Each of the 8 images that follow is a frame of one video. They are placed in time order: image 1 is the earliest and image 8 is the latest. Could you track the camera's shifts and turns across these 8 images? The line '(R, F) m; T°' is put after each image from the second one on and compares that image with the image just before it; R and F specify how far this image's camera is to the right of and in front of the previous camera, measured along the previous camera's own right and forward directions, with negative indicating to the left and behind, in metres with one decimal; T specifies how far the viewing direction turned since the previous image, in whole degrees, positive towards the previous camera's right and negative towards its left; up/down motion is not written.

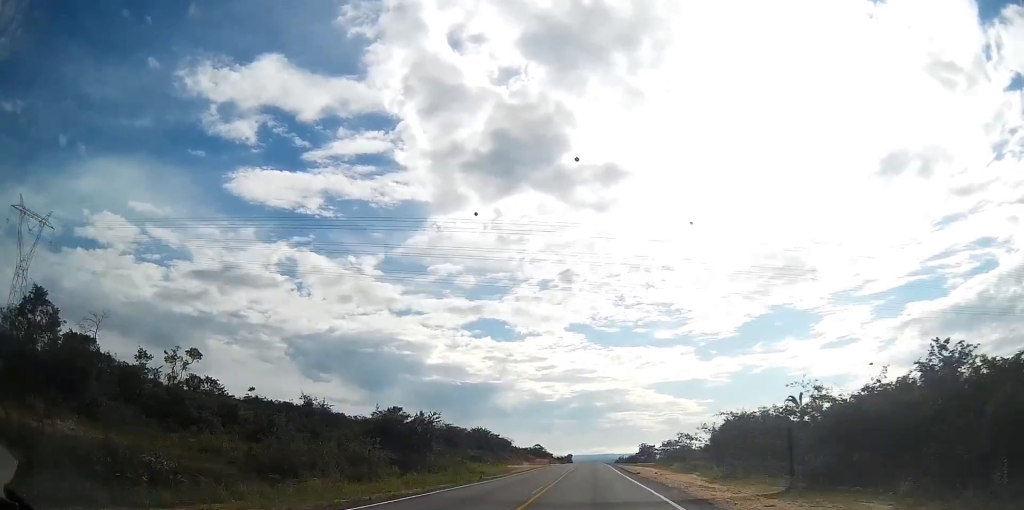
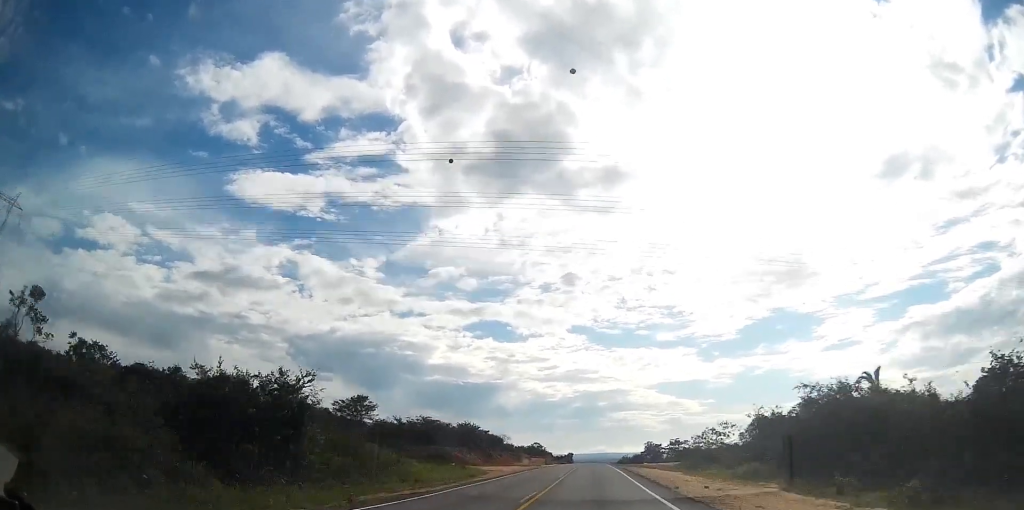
(0.0, +19.3) m; 0°
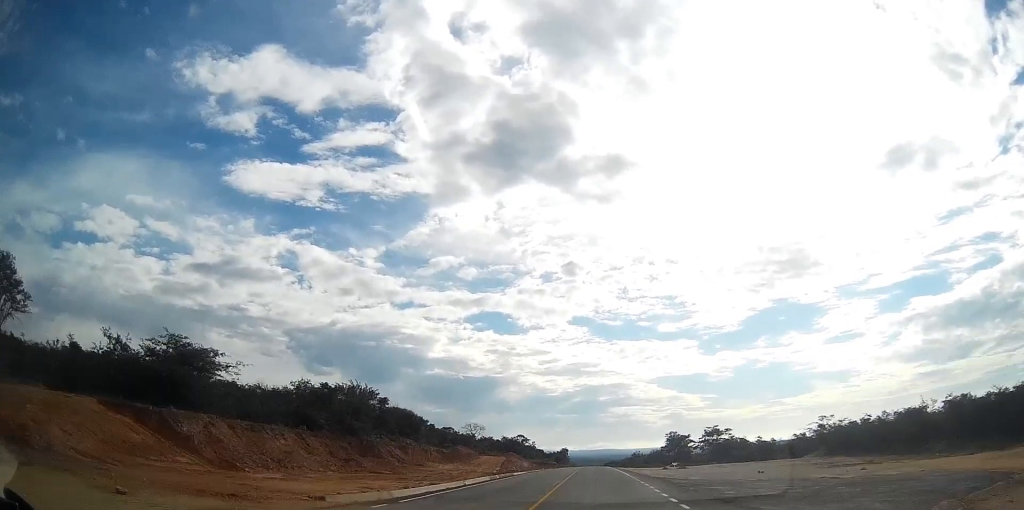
(-0.2, +70.0) m; 0°
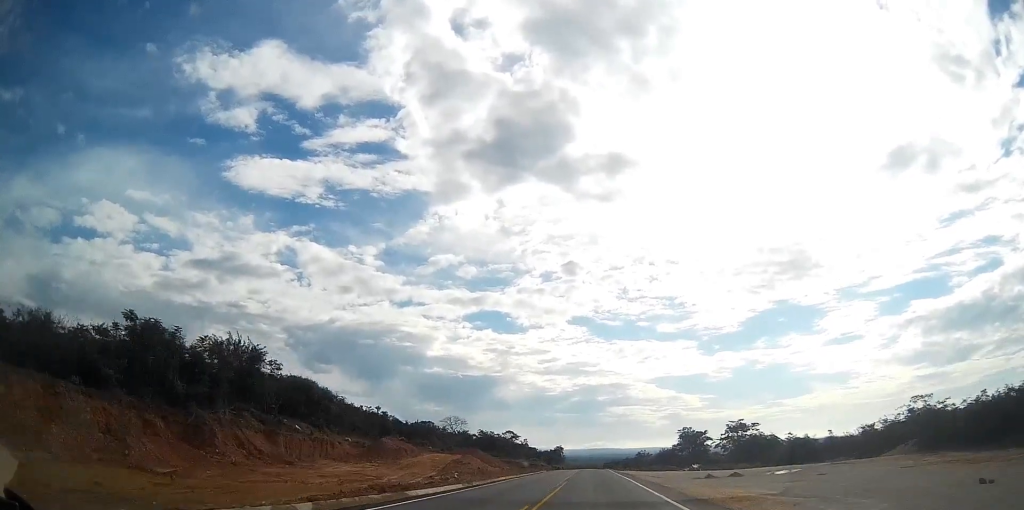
(-0.1, +28.3) m; 0°
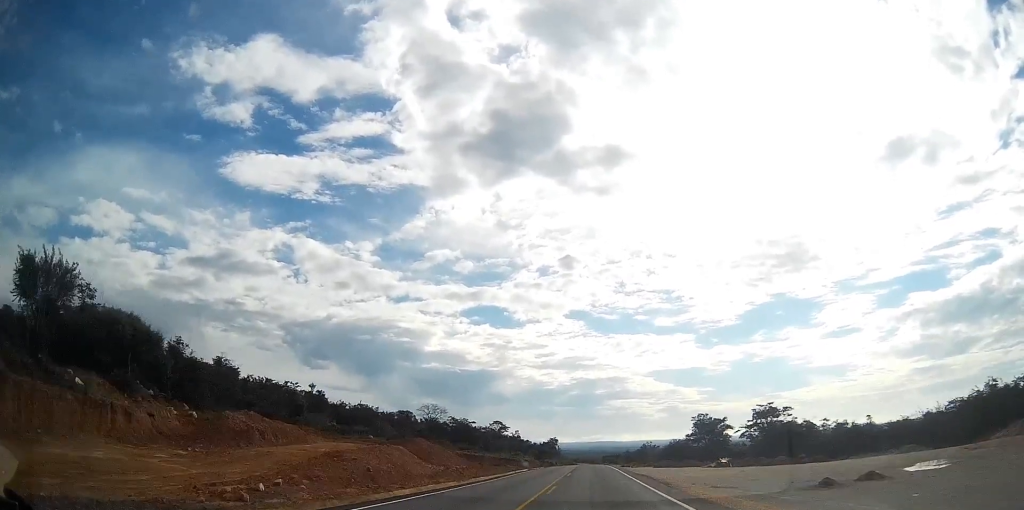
(0.0, +23.9) m; 0°
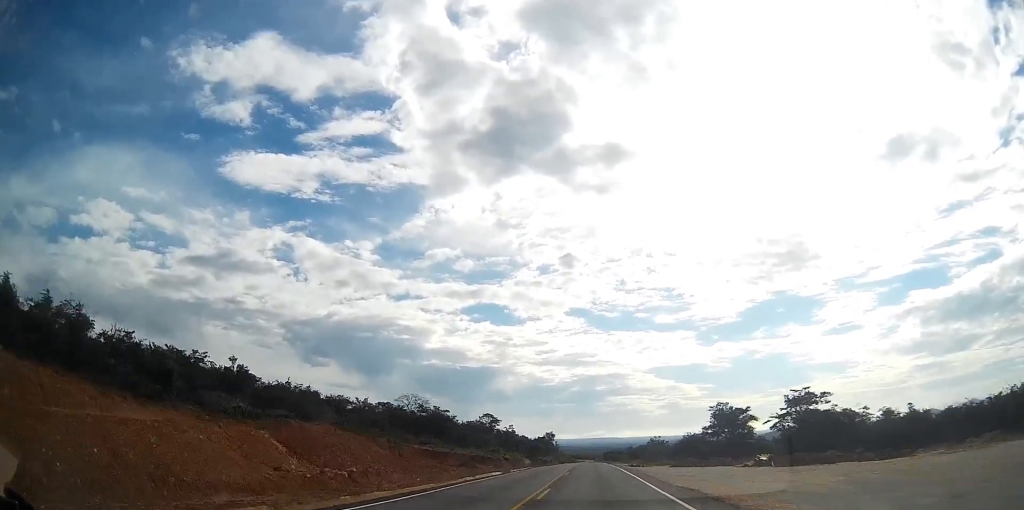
(0.0, +19.5) m; 0°
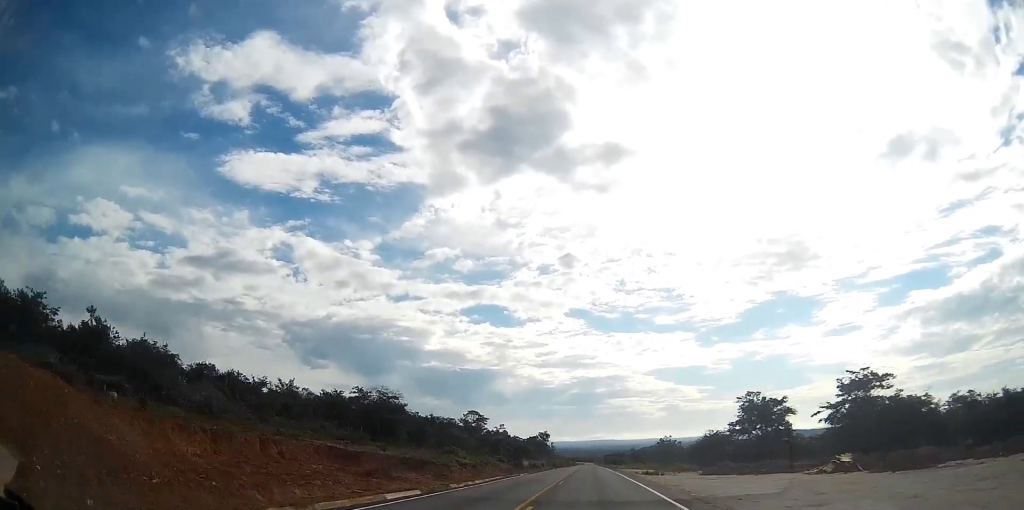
(0.0, +21.0) m; 0°
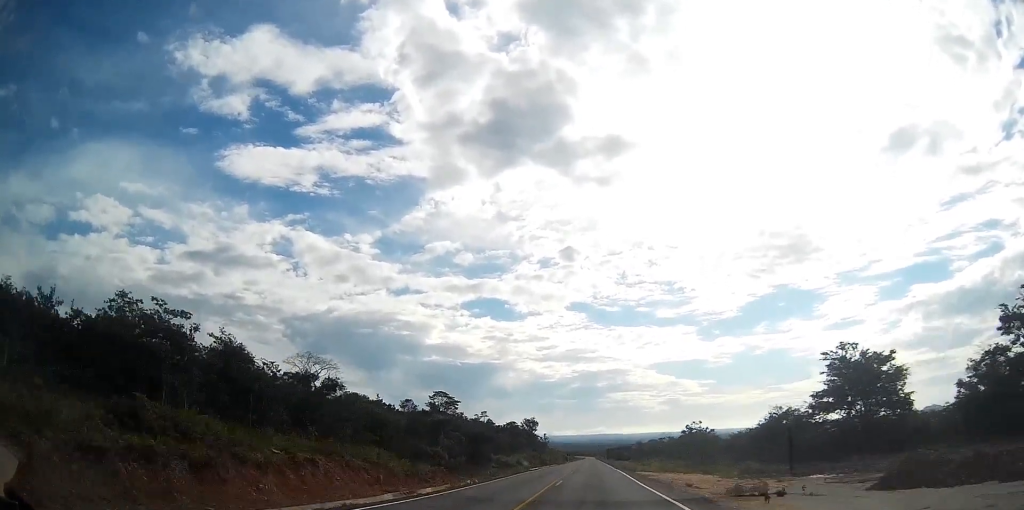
(0.0, +33.1) m; 0°
